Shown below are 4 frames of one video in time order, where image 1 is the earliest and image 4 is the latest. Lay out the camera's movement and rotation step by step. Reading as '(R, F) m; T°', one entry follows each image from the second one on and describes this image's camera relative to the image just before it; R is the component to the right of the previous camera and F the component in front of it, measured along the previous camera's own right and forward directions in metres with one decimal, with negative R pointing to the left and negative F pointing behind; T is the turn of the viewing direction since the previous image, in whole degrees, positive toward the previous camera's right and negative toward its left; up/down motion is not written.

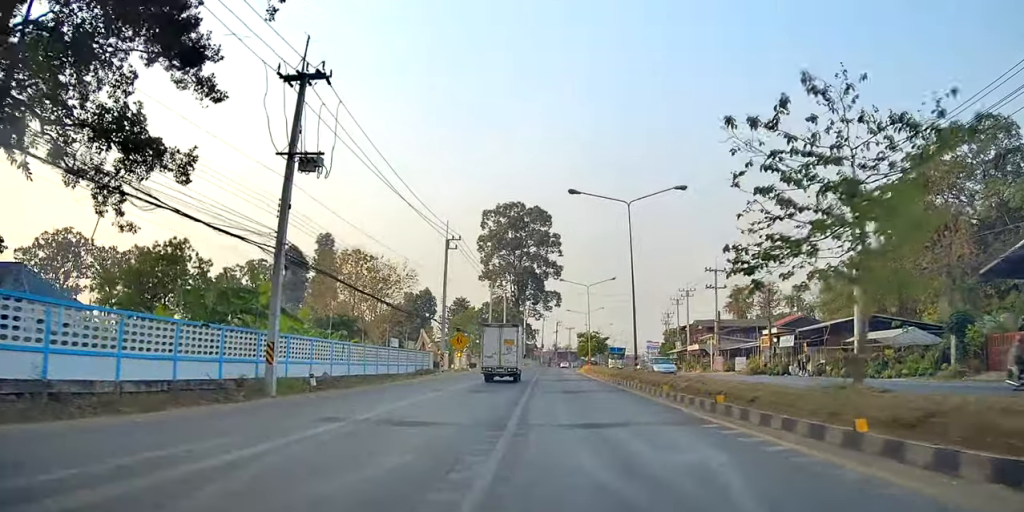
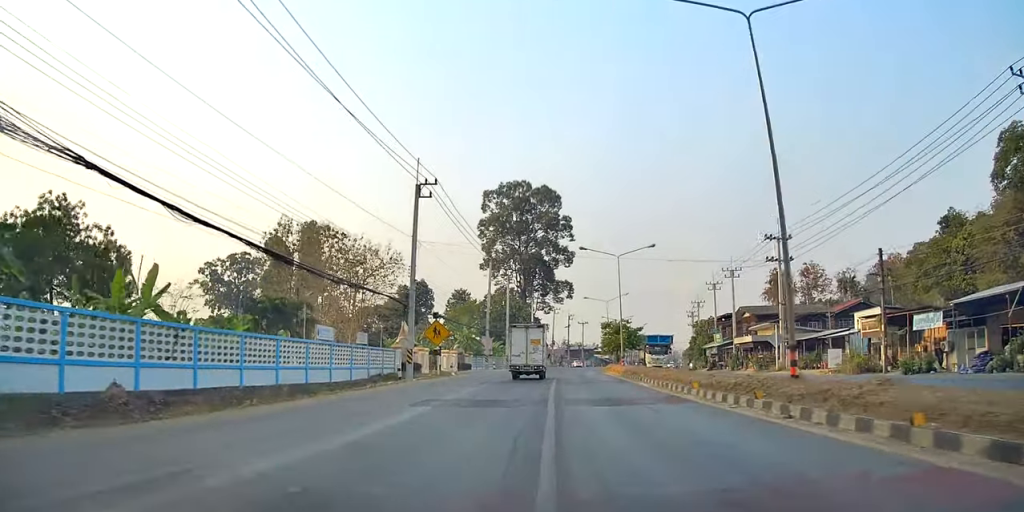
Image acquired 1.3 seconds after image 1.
(-0.8, +18.4) m; -1°
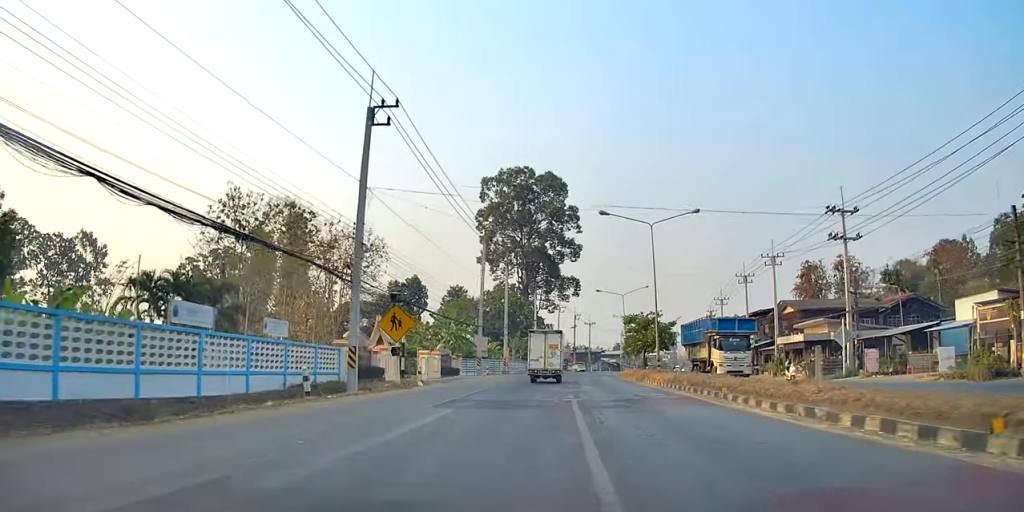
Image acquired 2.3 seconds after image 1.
(+0.6, +12.8) m; +3°
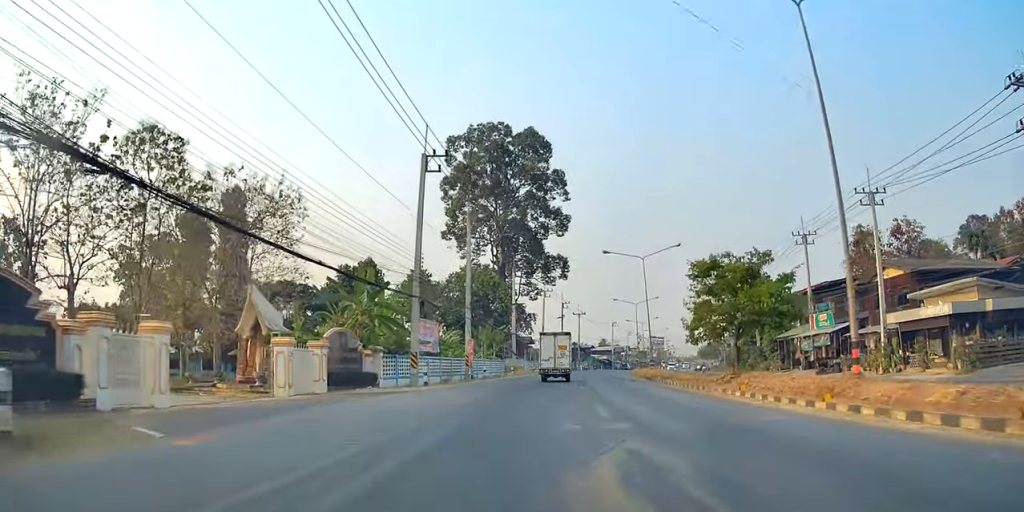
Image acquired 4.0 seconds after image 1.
(-0.7, +23.8) m; -3°
